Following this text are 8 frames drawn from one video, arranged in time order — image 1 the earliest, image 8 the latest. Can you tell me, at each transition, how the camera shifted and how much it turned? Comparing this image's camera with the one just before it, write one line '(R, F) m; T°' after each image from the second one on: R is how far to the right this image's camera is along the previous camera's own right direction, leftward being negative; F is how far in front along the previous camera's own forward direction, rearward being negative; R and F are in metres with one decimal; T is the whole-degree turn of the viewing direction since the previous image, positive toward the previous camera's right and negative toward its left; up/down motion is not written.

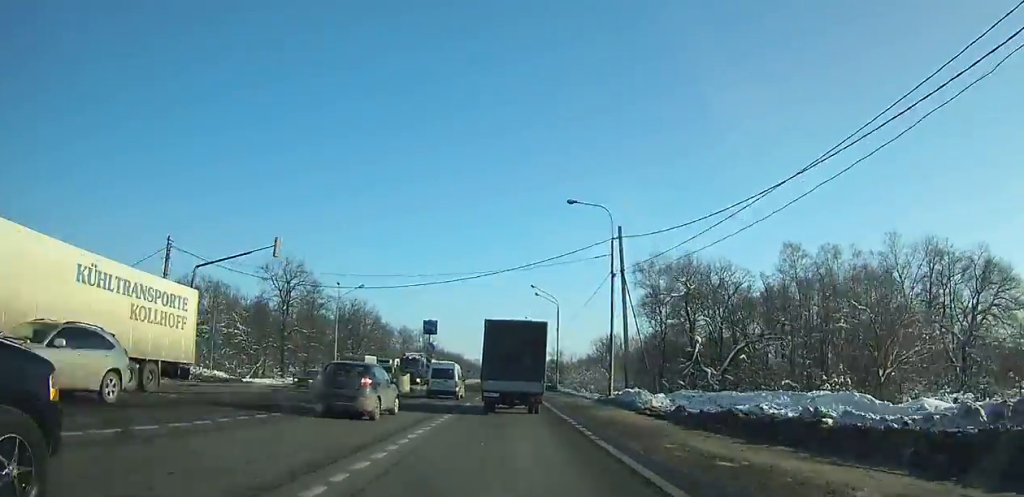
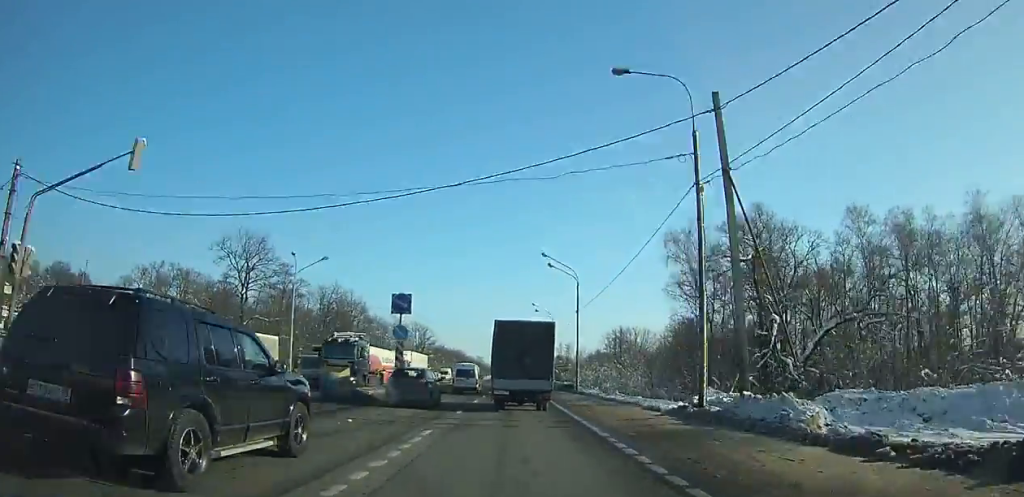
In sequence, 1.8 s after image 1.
(-0.1, +16.4) m; 0°
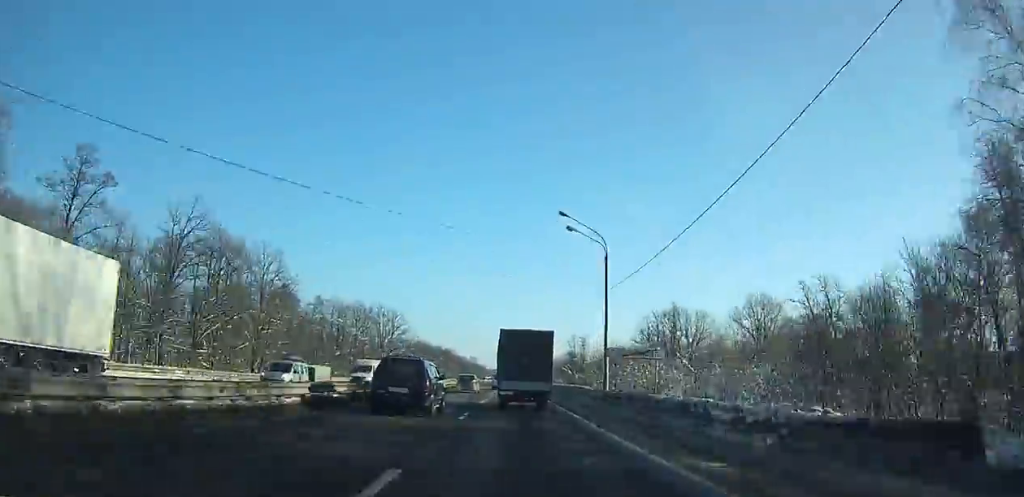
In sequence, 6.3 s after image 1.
(-0.1, +48.4) m; 0°
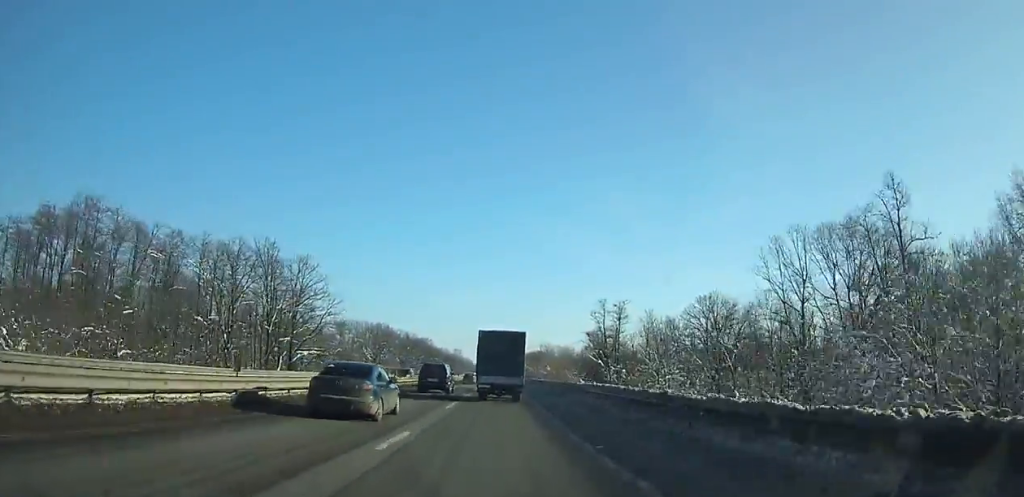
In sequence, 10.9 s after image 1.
(+0.1, +61.9) m; 0°
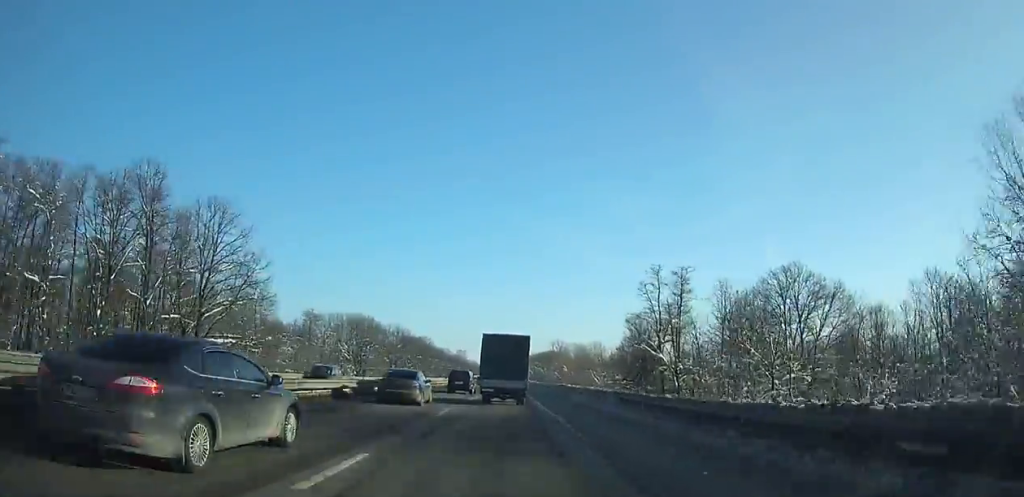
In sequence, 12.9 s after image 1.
(-0.1, +29.2) m; 0°
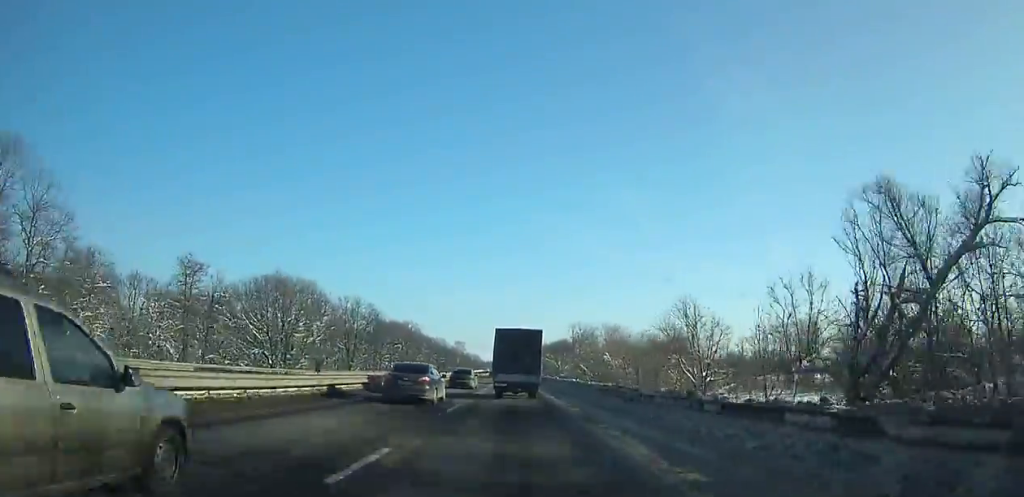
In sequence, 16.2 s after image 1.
(-0.1, +50.4) m; 0°
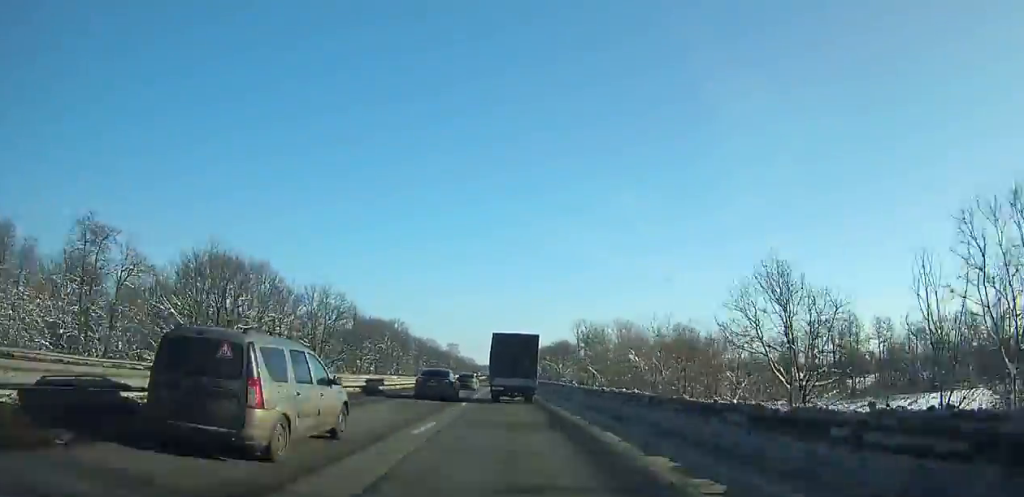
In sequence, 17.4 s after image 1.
(+0.3, +18.4) m; 0°
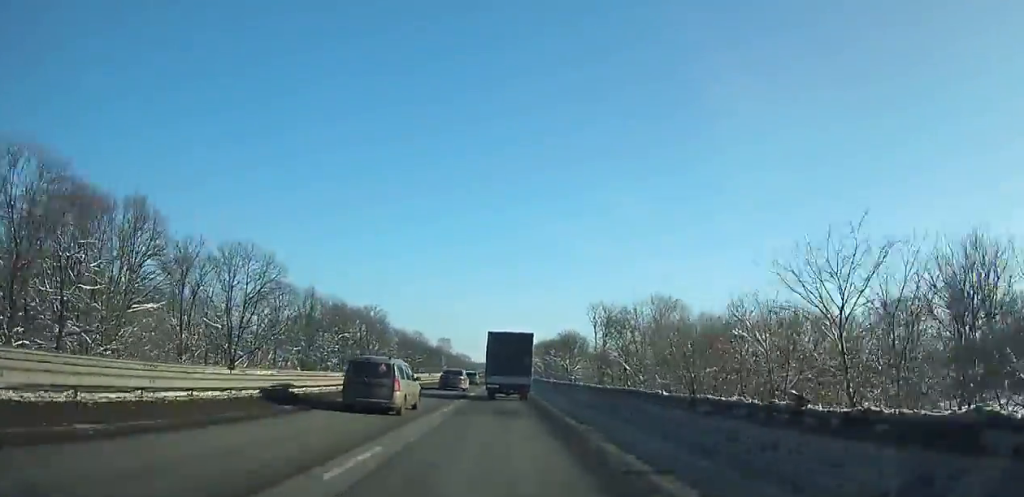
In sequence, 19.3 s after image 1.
(0.0, +30.1) m; 0°
